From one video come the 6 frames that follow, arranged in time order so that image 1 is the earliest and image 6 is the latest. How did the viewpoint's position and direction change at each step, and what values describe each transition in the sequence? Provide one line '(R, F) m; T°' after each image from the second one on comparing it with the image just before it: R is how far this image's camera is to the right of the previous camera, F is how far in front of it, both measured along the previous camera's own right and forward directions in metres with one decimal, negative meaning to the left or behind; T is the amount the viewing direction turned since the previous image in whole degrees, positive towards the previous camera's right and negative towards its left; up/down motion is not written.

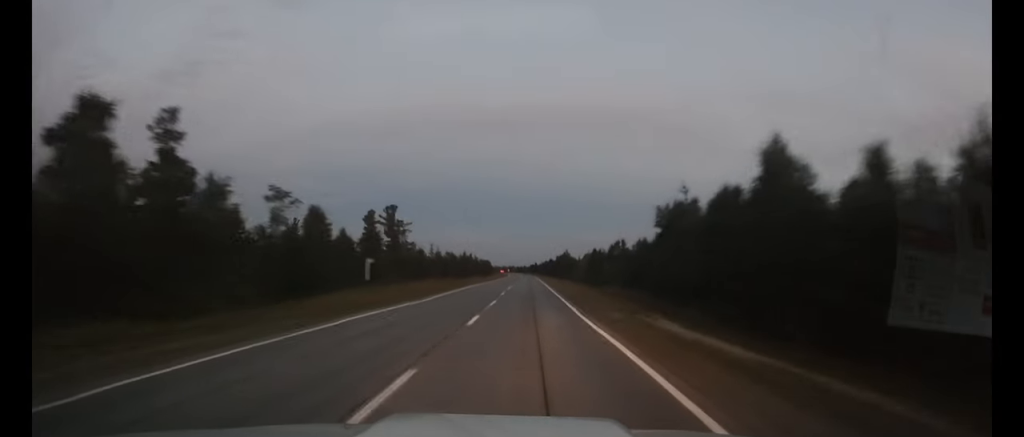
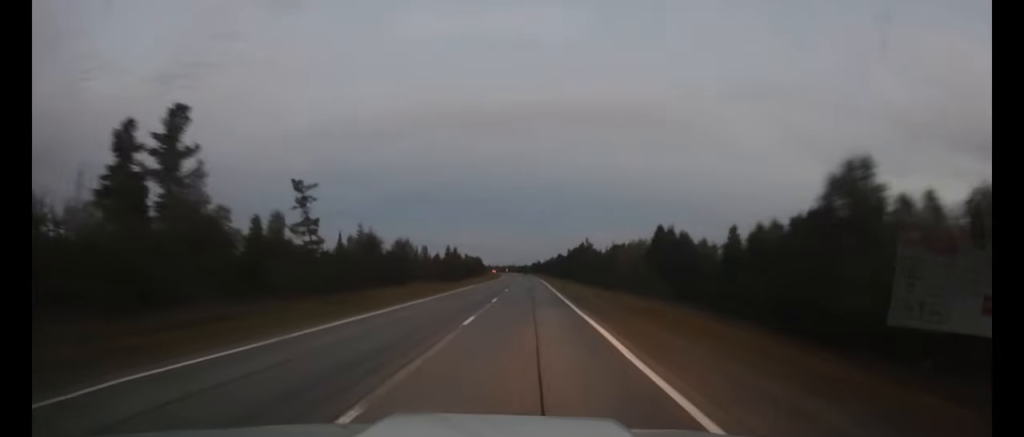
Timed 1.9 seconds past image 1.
(+0.1, +52.7) m; 0°
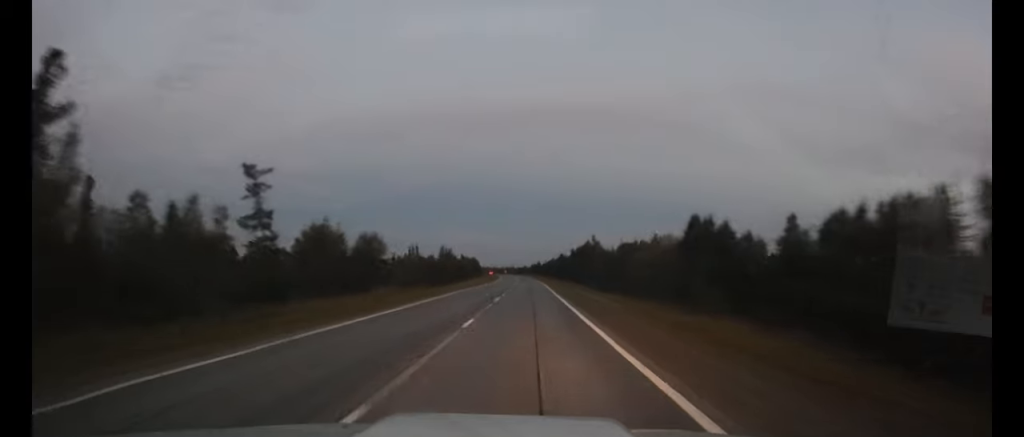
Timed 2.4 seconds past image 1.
(0.0, +11.9) m; 0°
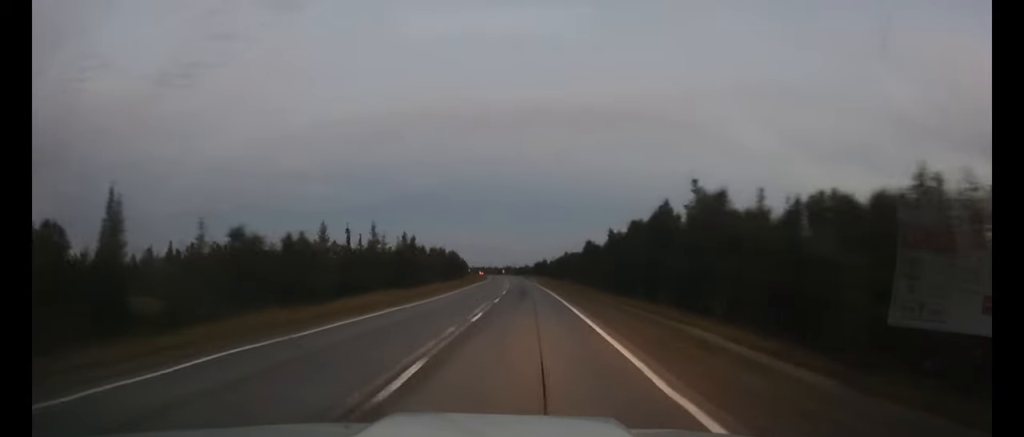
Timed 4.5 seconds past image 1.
(0.0, +57.5) m; 0°
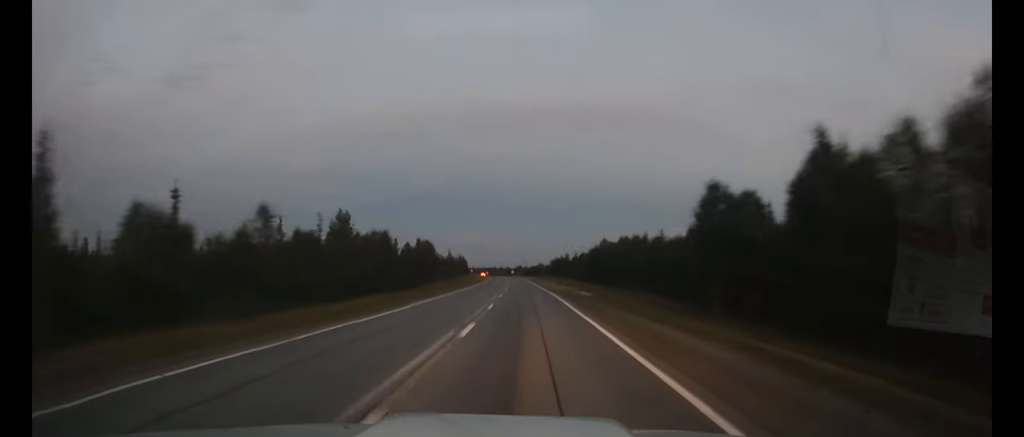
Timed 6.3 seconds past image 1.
(-0.3, +49.2) m; -1°
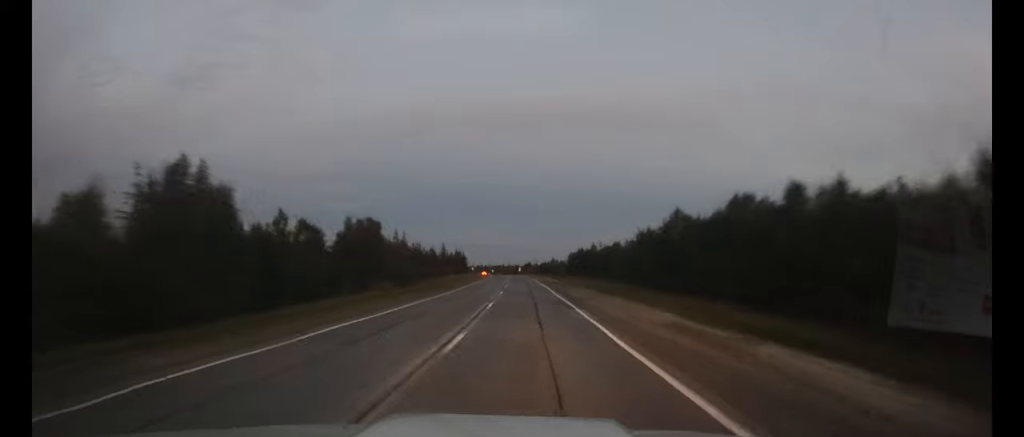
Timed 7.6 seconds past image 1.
(-0.3, +36.4) m; -1°
